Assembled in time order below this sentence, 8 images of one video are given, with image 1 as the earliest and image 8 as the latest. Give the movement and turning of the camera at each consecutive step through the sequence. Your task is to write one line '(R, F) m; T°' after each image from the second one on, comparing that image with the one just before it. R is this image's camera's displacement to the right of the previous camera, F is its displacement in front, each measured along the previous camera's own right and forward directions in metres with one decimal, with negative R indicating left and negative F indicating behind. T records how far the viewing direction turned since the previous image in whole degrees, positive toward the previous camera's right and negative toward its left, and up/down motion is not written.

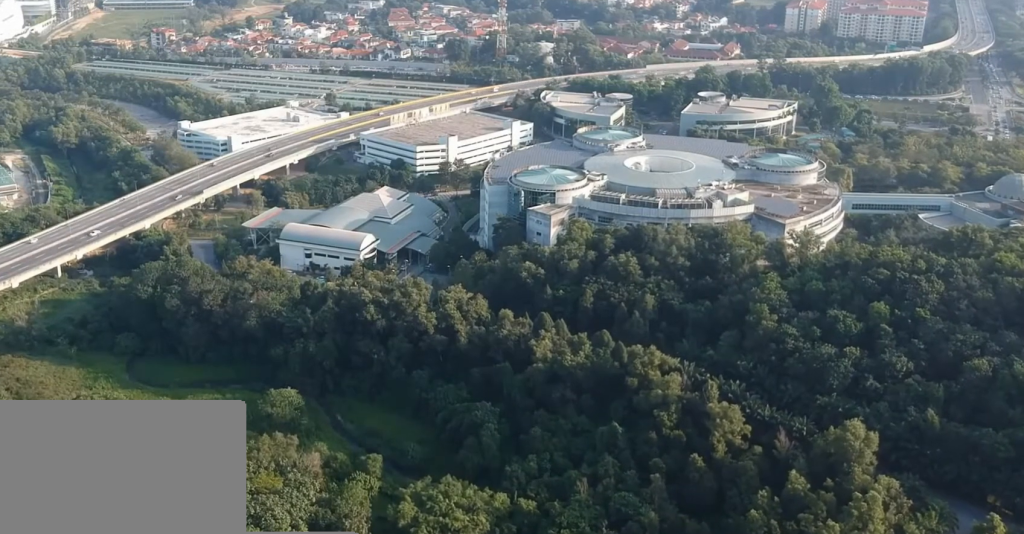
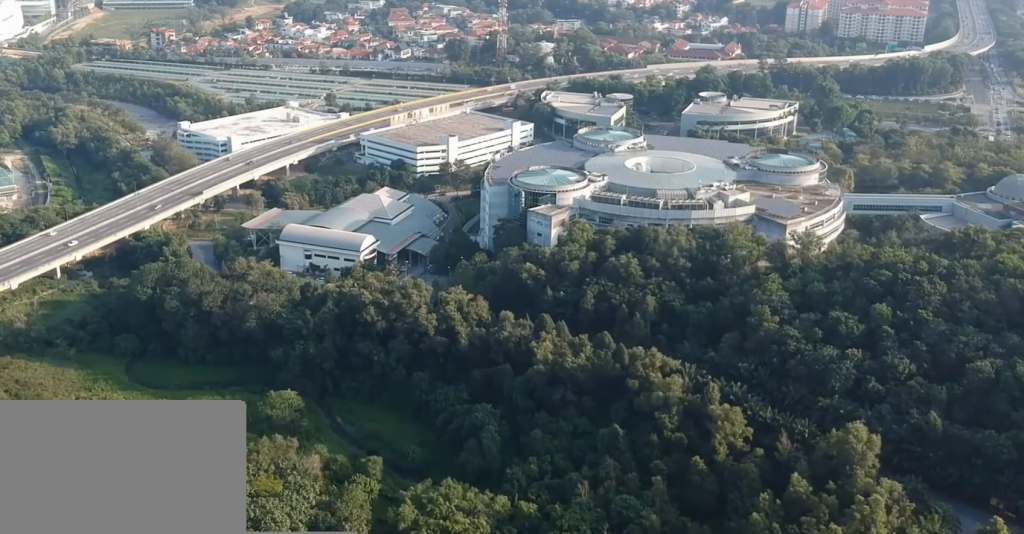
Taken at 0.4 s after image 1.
(0.0, +1.2) m; 0°
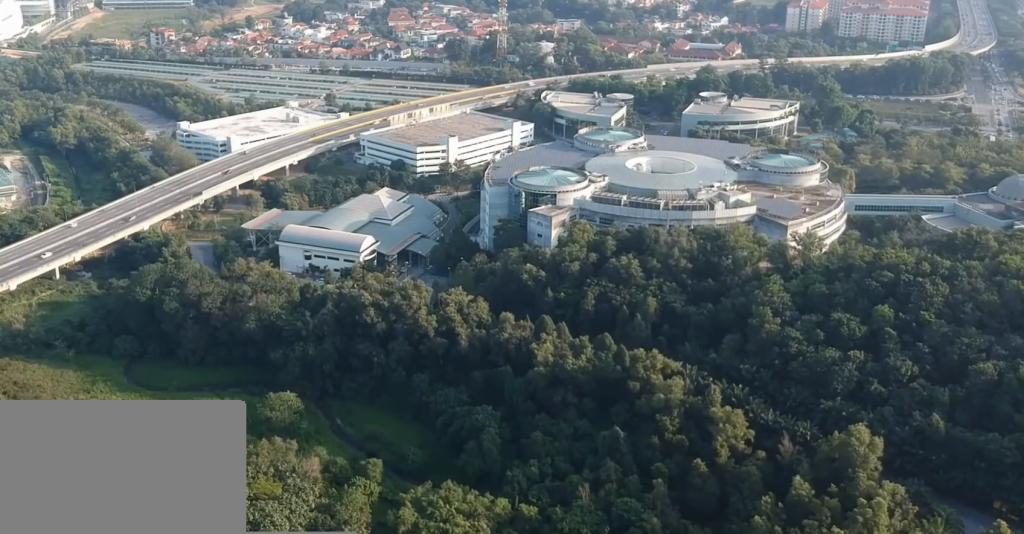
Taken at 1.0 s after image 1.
(0.0, +1.5) m; 0°
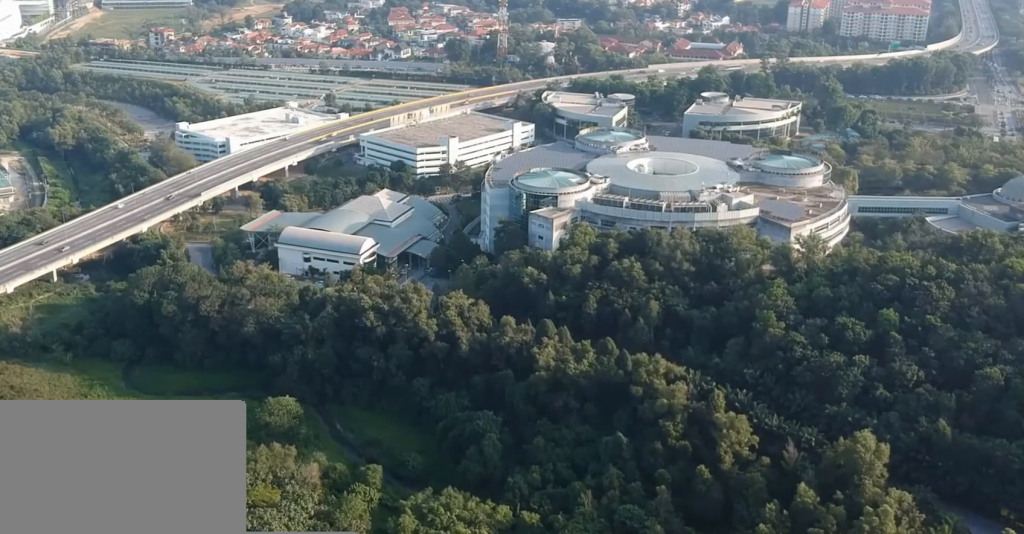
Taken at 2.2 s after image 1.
(0.0, +3.3) m; +1°
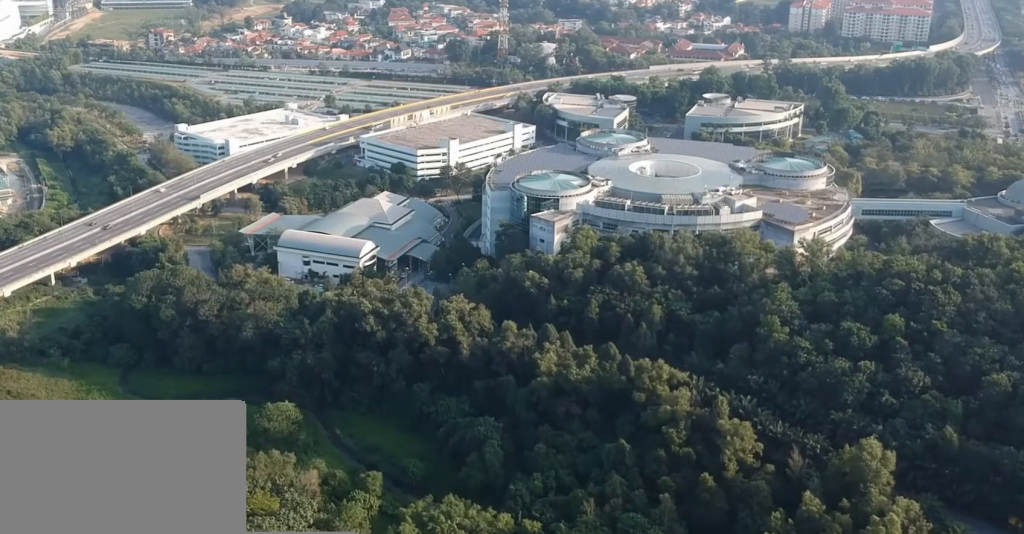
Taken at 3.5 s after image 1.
(0.0, +3.3) m; +1°
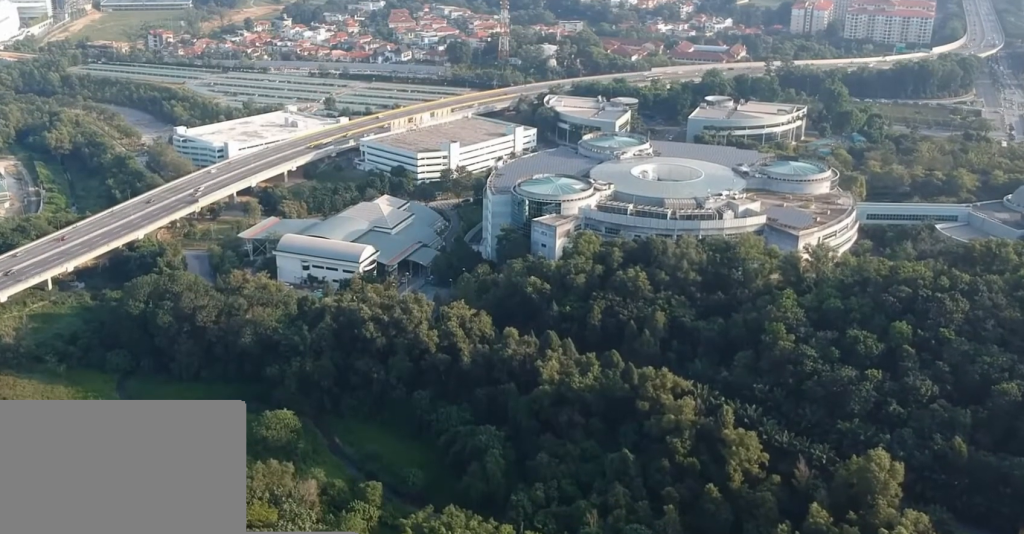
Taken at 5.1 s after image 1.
(0.0, +4.4) m; +1°
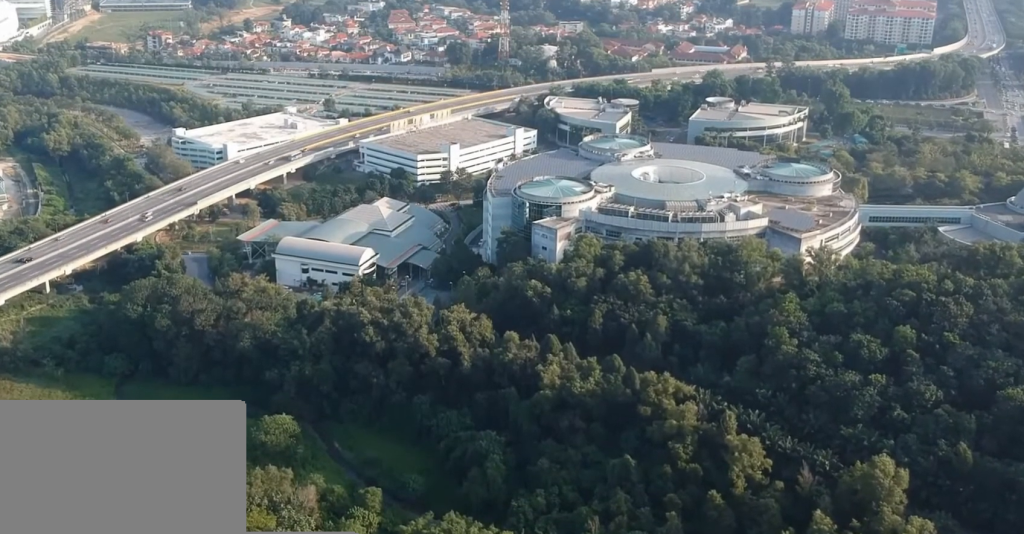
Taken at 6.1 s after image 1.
(0.0, +2.5) m; +1°
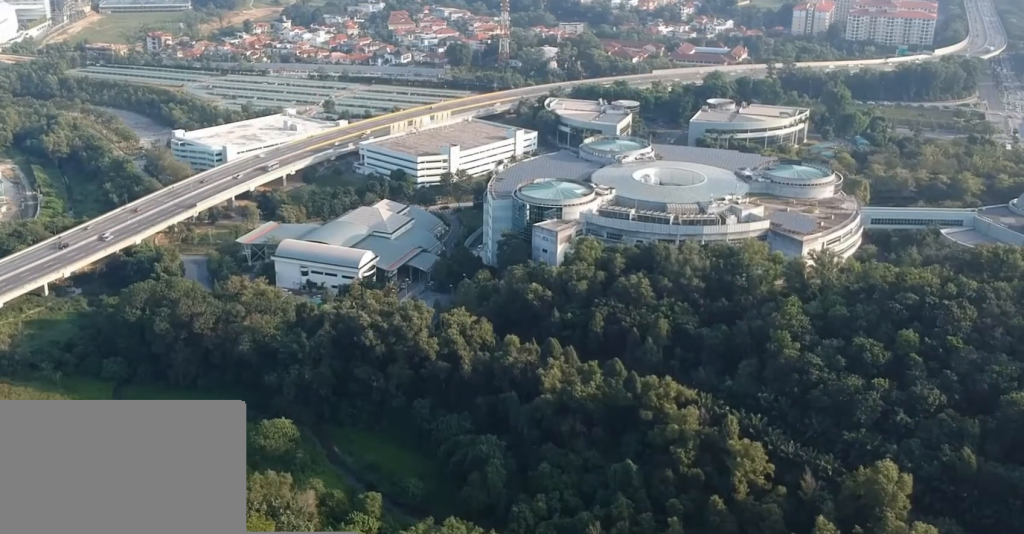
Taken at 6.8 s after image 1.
(0.0, +1.9) m; 0°
